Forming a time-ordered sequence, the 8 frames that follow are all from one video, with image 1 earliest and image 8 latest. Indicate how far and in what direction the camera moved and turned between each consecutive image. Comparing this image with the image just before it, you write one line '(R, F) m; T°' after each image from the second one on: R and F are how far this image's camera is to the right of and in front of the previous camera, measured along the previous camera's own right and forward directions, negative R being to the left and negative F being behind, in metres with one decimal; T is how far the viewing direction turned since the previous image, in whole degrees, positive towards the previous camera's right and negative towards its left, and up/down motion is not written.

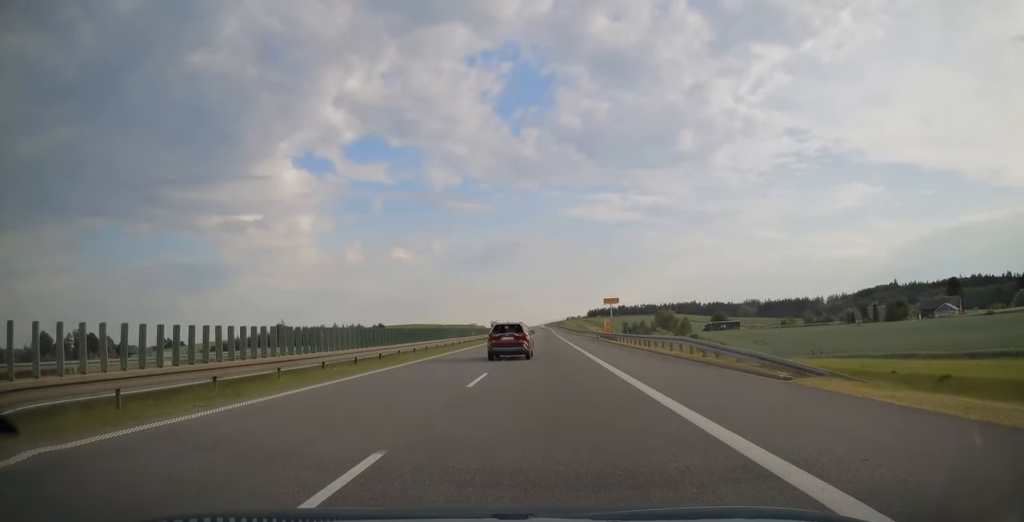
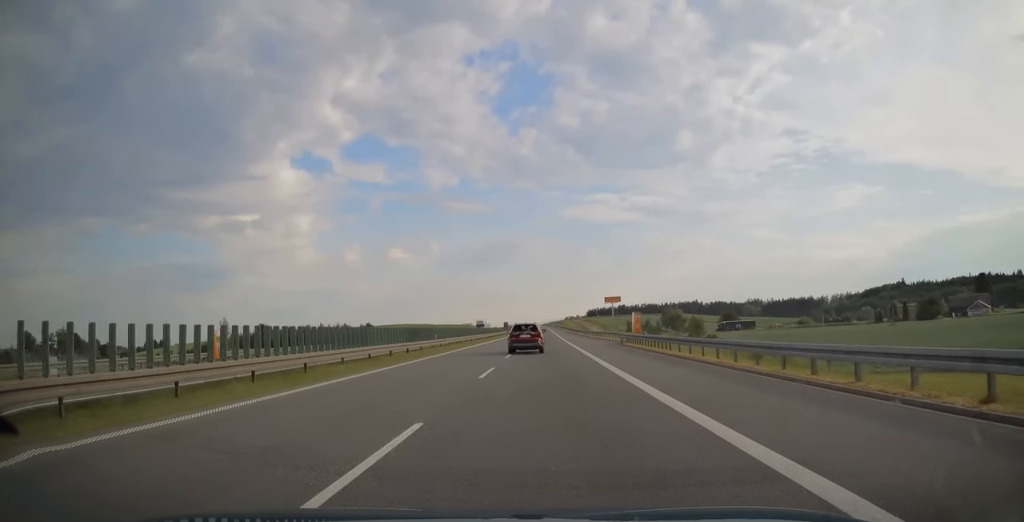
(0.0, +21.7) m; 0°
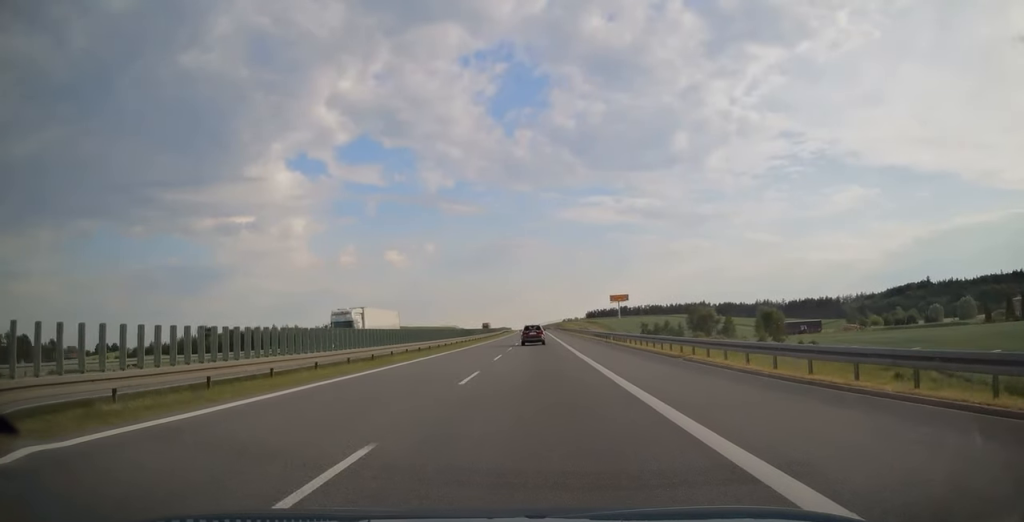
(+0.1, +62.0) m; 0°
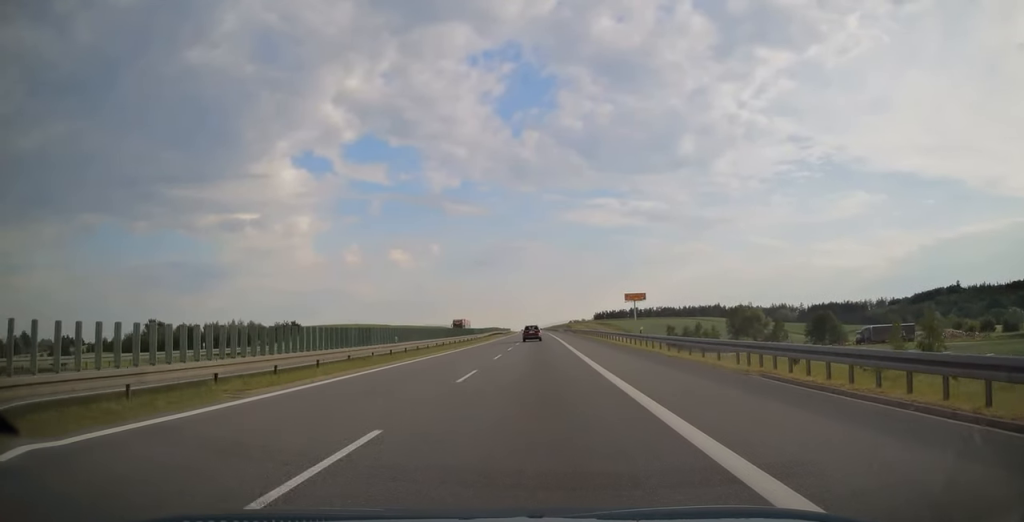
(+0.1, +47.3) m; 0°
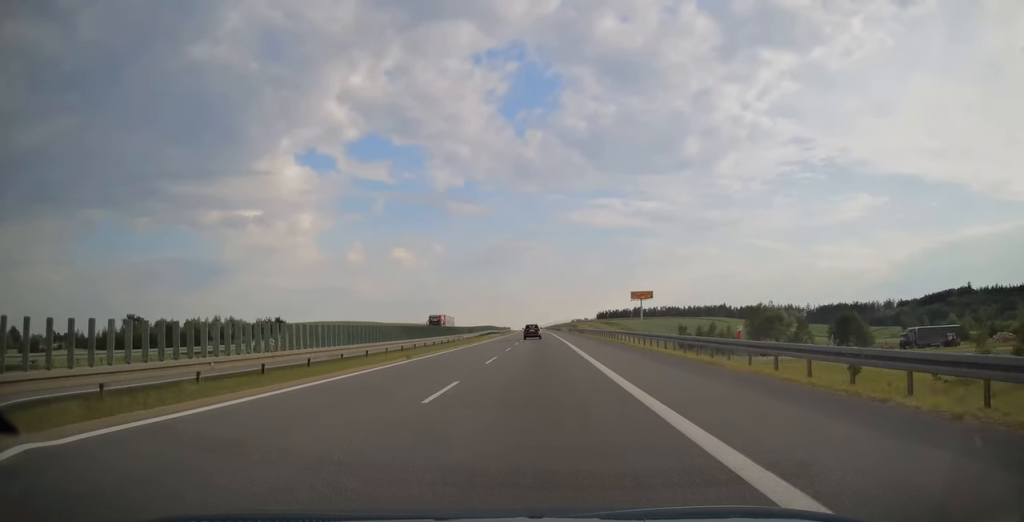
(0.0, +16.8) m; 0°
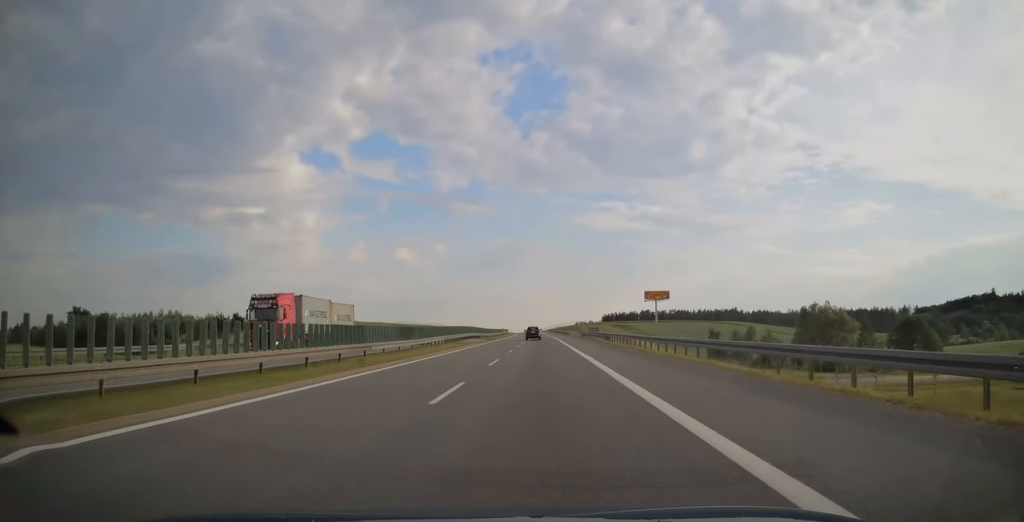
(-0.1, +35.9) m; -1°
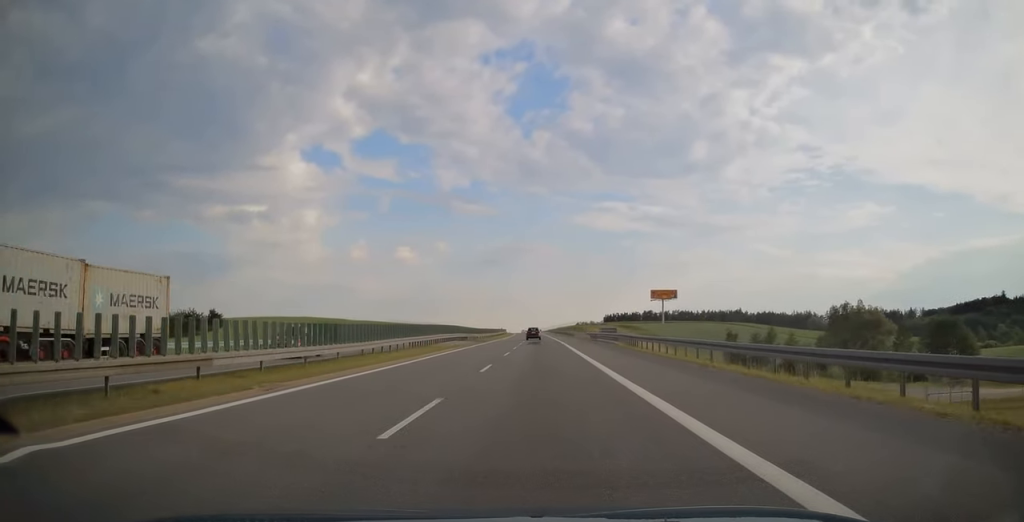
(-0.1, +15.8) m; 0°
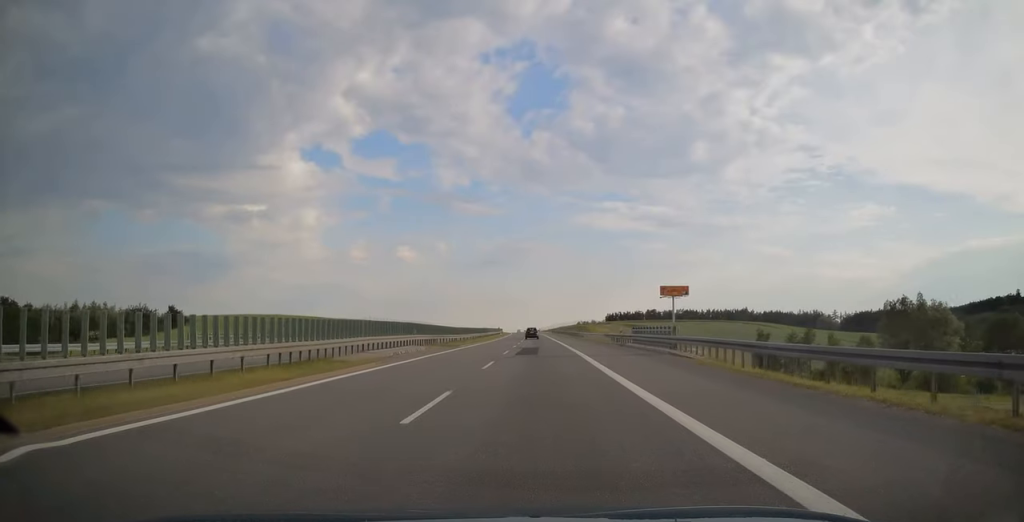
(0.0, +22.8) m; 0°
